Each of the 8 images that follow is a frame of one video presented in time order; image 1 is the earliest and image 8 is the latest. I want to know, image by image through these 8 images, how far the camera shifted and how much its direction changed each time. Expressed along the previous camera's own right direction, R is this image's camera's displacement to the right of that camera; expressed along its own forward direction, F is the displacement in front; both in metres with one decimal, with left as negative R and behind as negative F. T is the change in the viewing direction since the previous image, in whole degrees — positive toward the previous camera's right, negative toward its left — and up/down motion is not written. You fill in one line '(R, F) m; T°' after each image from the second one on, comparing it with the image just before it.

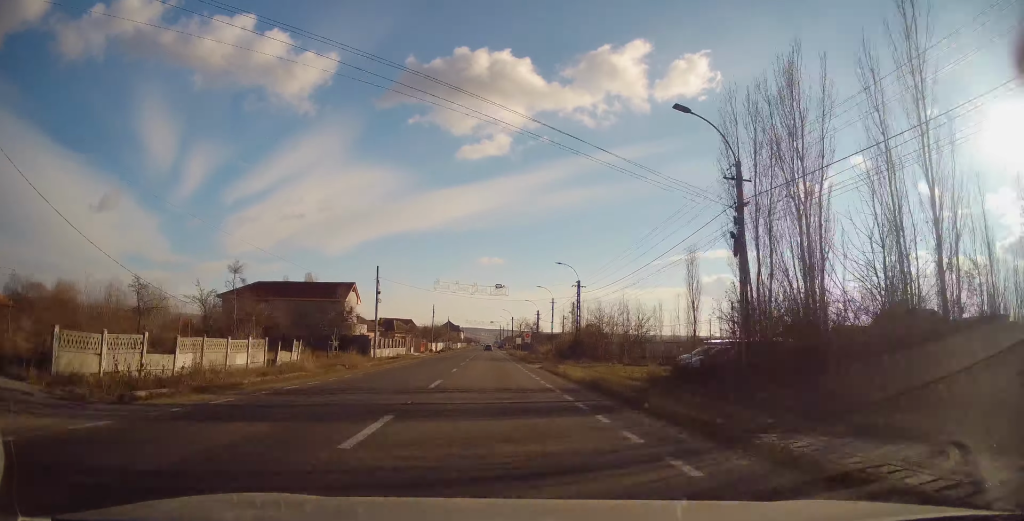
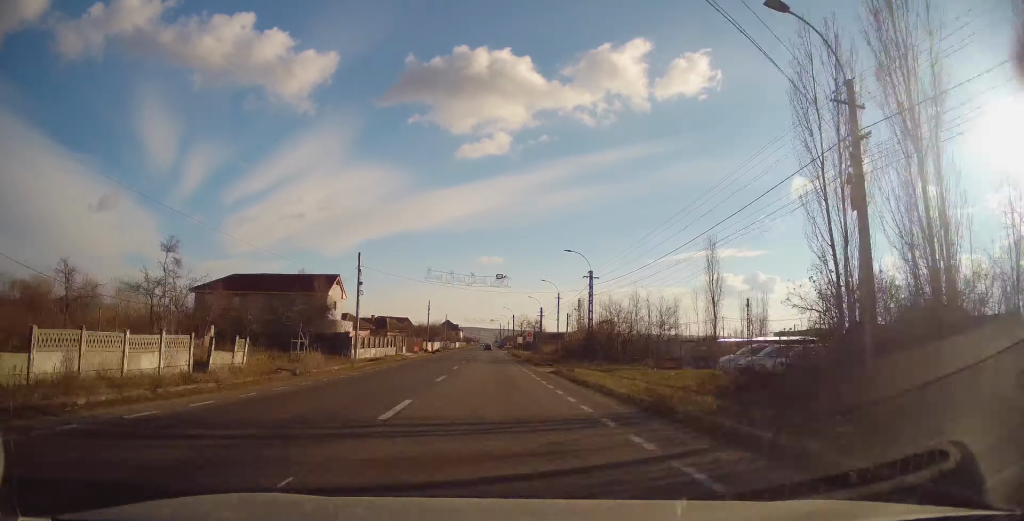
(0.0, +7.1) m; 0°
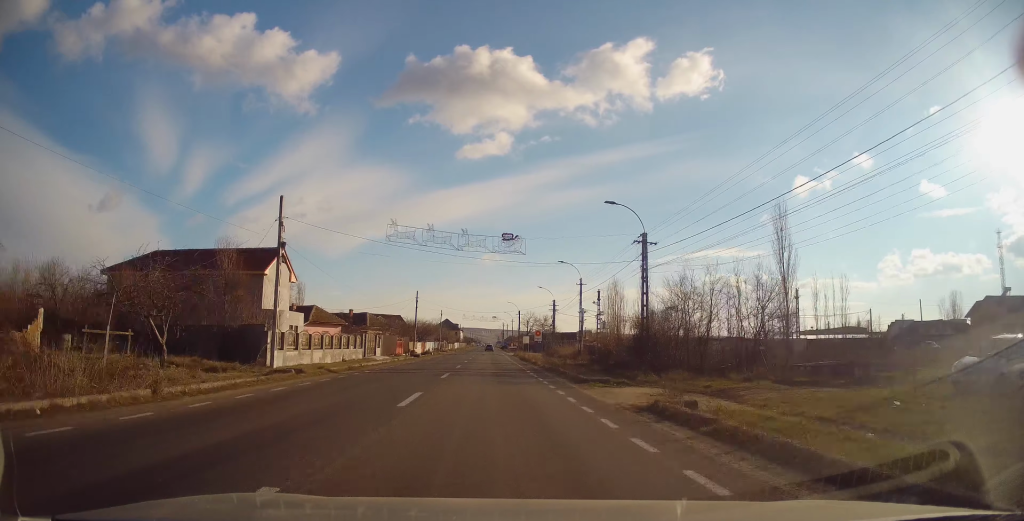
(-0.2, +16.3) m; -1°
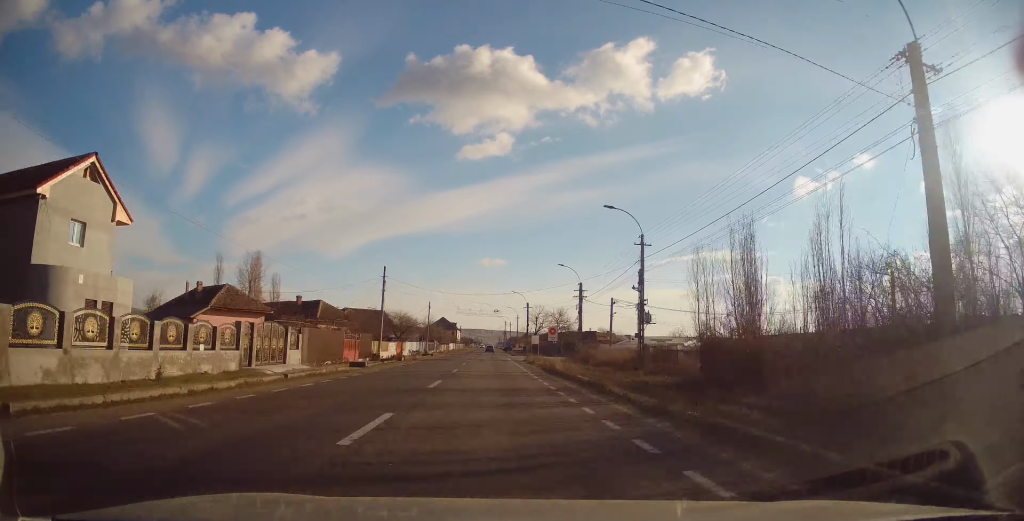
(-0.2, +22.8) m; 0°
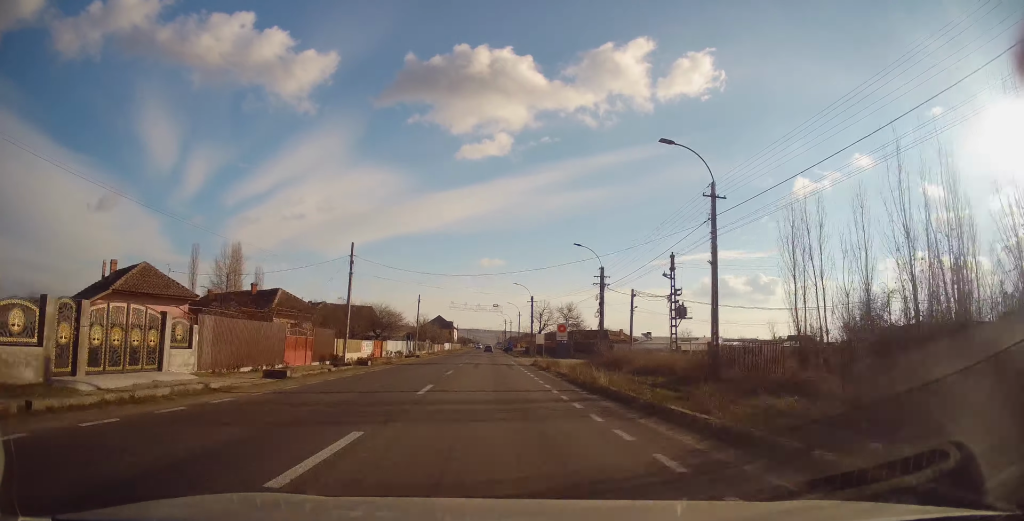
(0.0, +11.2) m; 0°
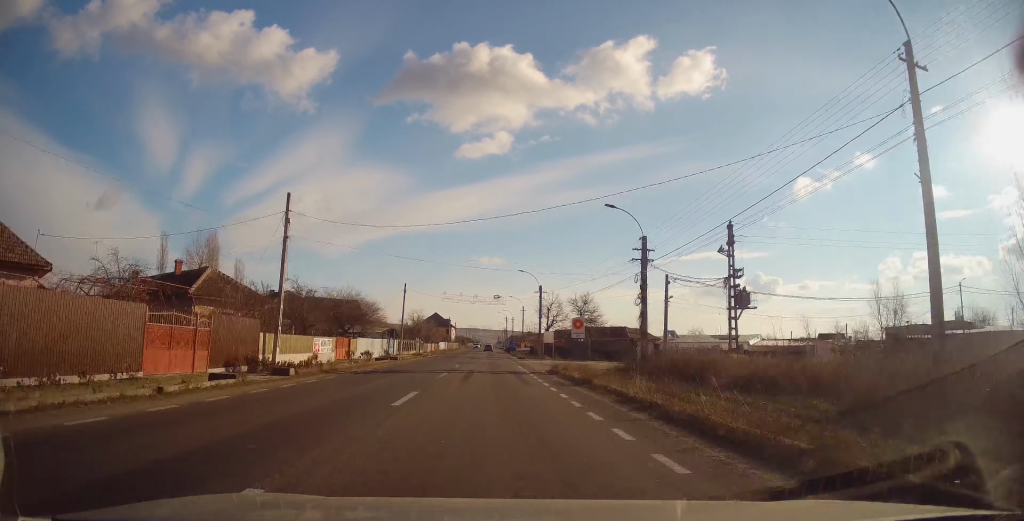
(0.0, +12.4) m; 0°
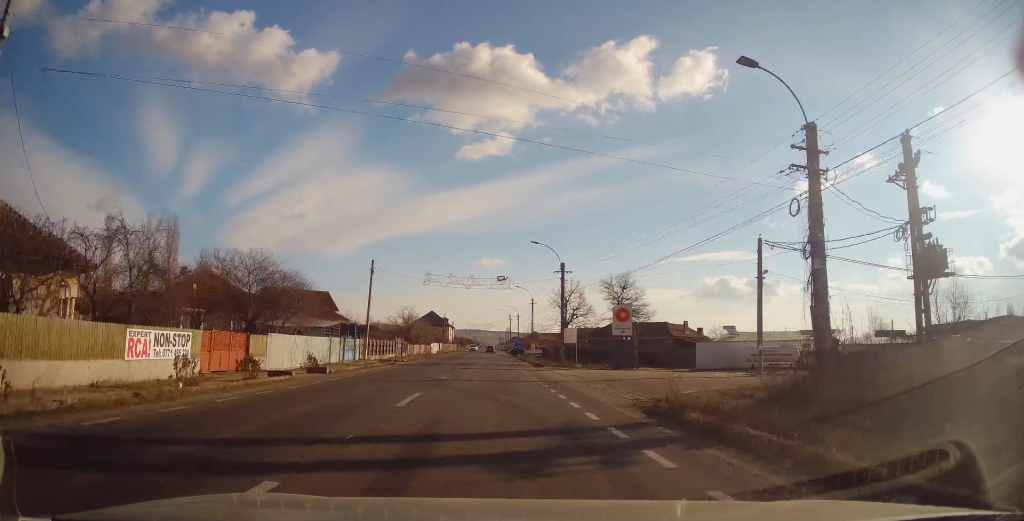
(0.0, +18.1) m; 0°
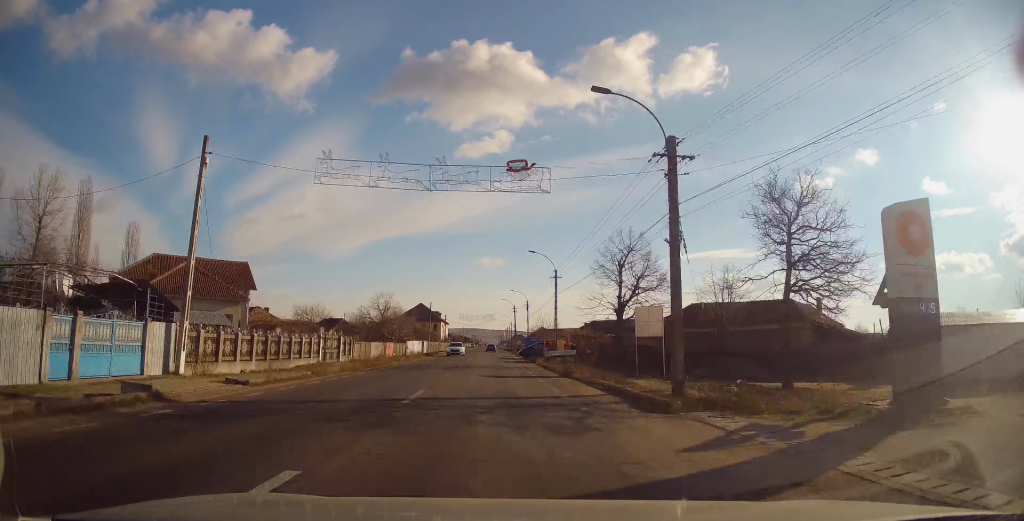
(0.0, +27.2) m; 0°
